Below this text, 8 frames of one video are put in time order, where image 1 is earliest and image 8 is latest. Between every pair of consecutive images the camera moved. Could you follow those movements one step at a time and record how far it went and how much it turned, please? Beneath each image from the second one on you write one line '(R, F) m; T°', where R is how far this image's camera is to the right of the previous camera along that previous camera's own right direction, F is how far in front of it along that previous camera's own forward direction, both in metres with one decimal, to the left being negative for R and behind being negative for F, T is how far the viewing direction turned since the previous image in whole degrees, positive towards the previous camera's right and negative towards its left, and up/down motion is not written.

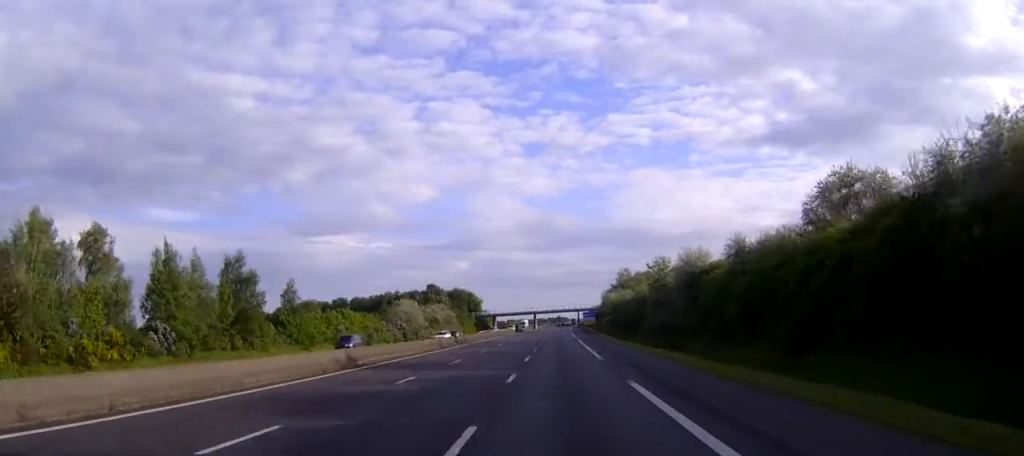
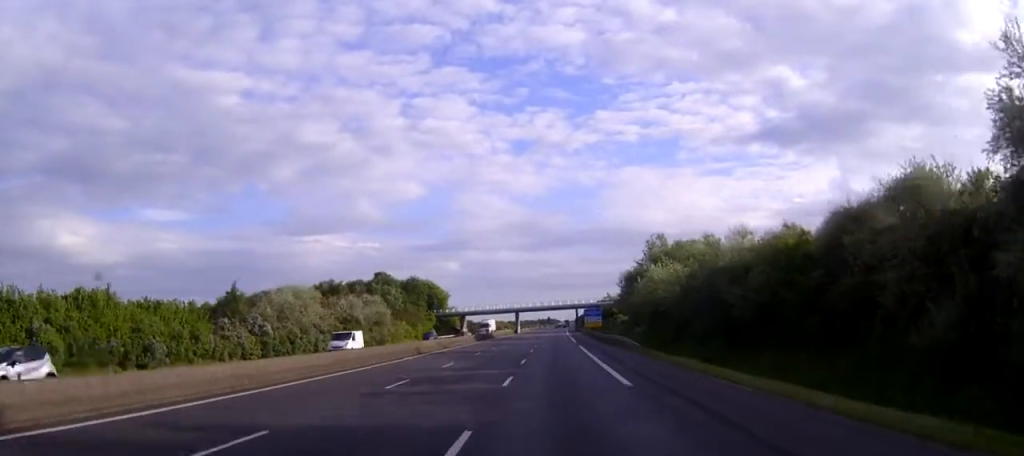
(+0.5, +65.7) m; +1°
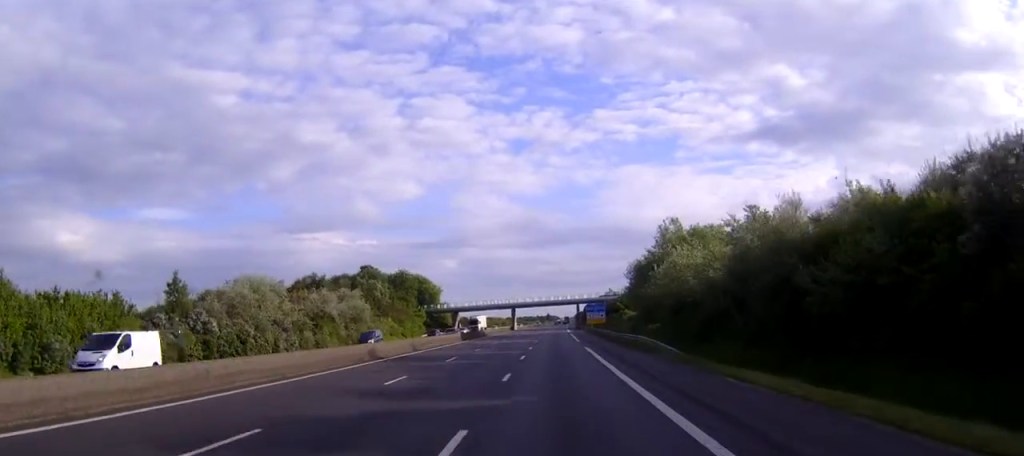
(0.0, +13.2) m; 0°
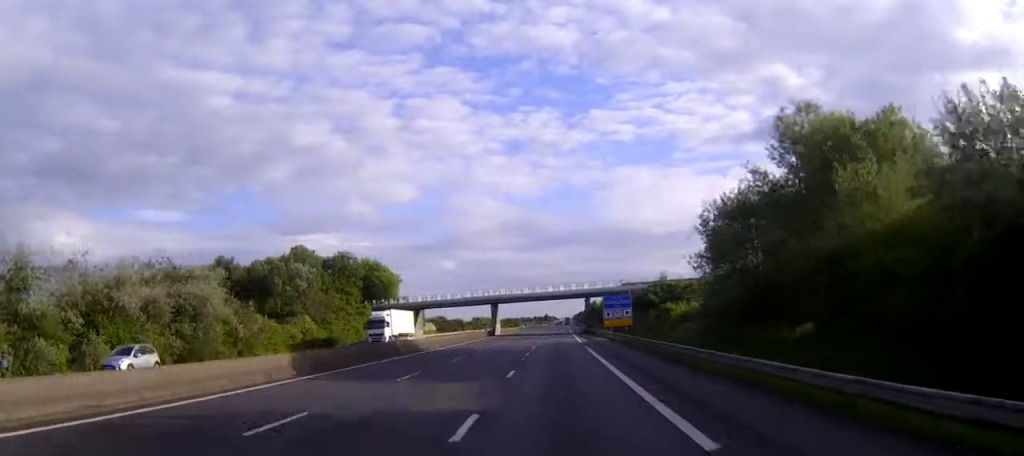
(0.0, +50.1) m; 0°
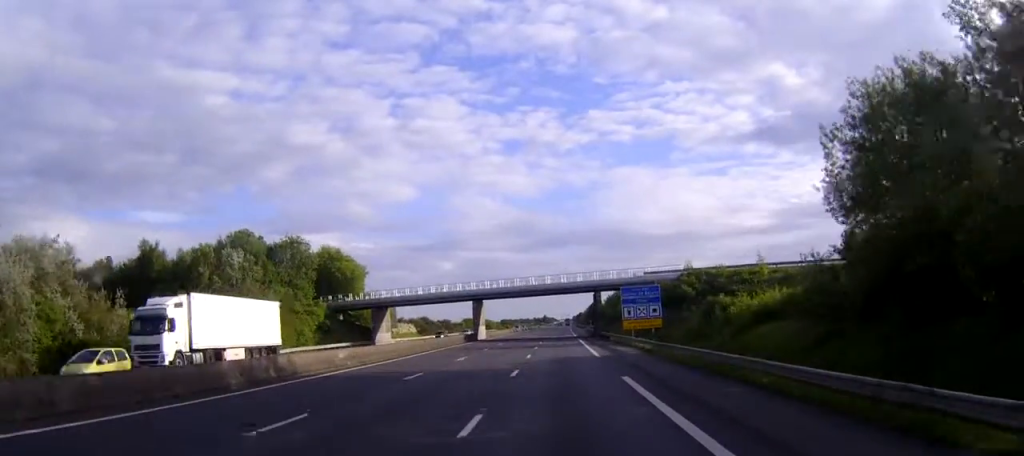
(-0.1, +25.6) m; 0°
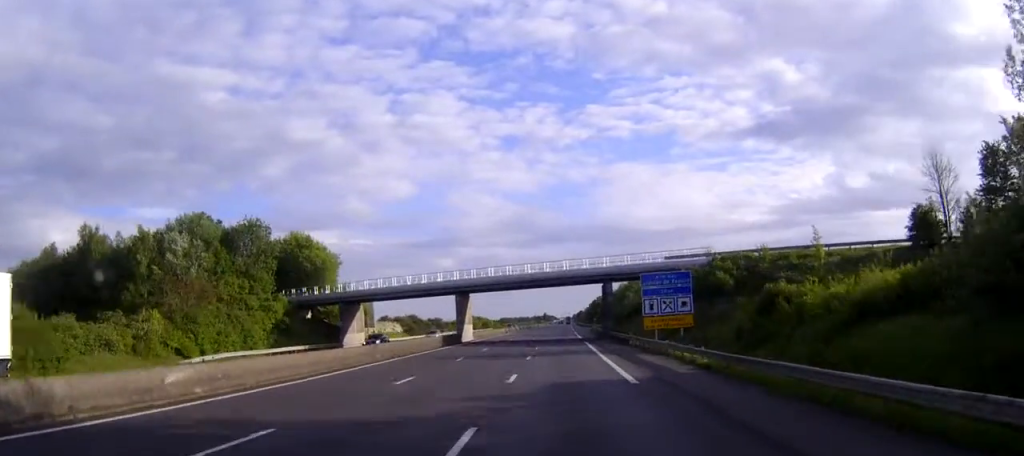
(0.0, +15.1) m; 0°
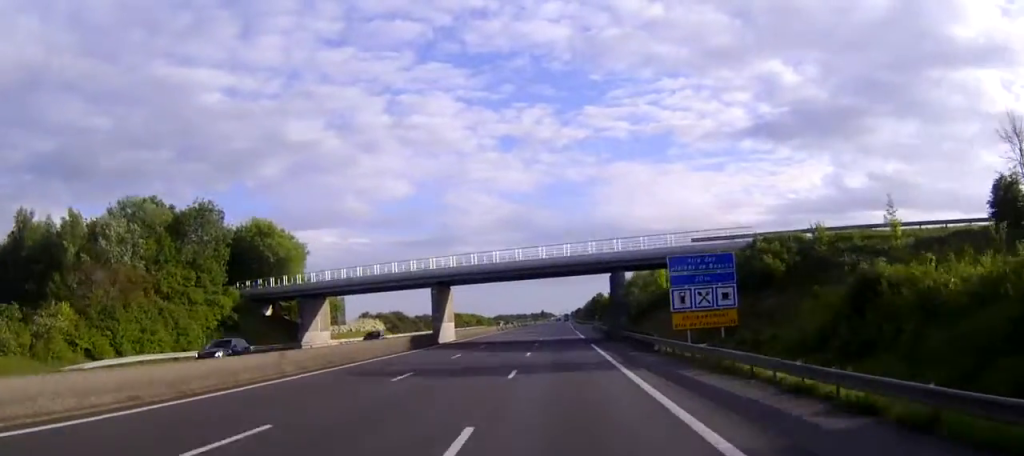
(0.0, +13.2) m; 0°
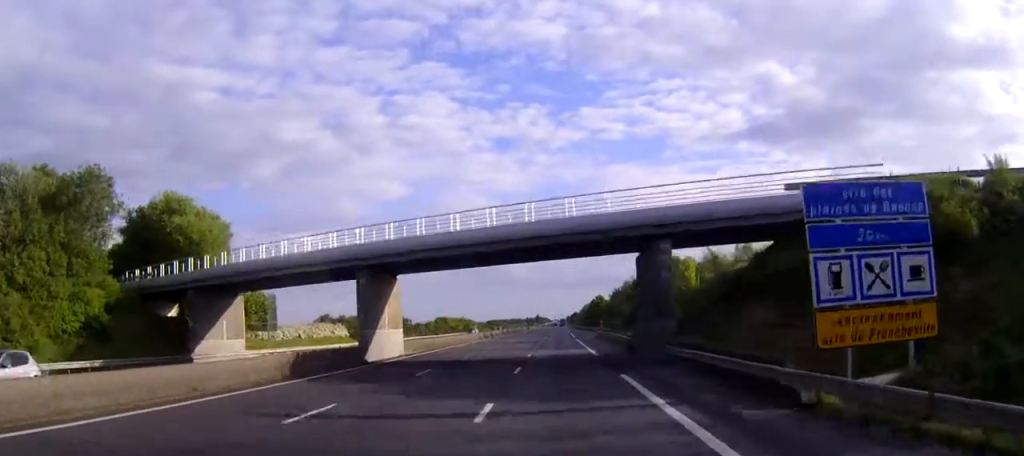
(+0.1, +21.8) m; 0°
